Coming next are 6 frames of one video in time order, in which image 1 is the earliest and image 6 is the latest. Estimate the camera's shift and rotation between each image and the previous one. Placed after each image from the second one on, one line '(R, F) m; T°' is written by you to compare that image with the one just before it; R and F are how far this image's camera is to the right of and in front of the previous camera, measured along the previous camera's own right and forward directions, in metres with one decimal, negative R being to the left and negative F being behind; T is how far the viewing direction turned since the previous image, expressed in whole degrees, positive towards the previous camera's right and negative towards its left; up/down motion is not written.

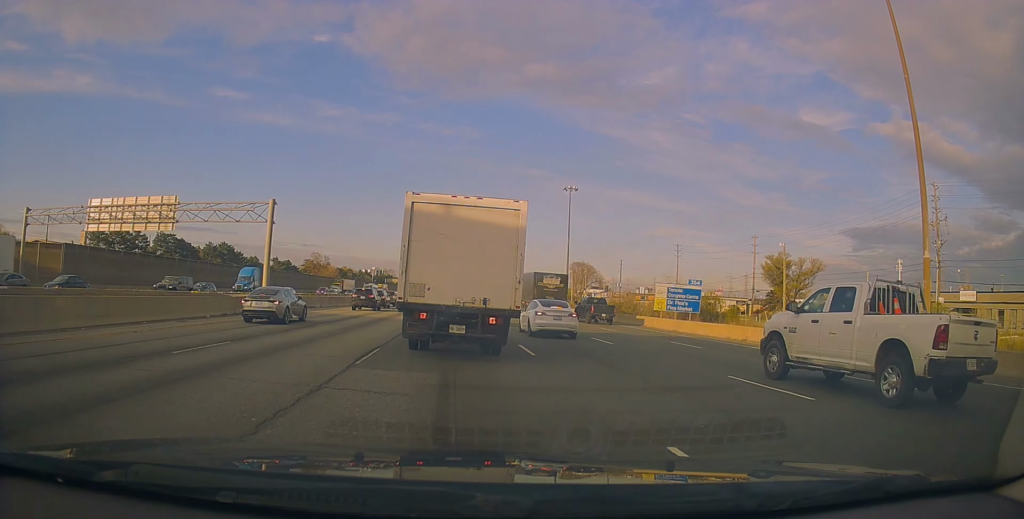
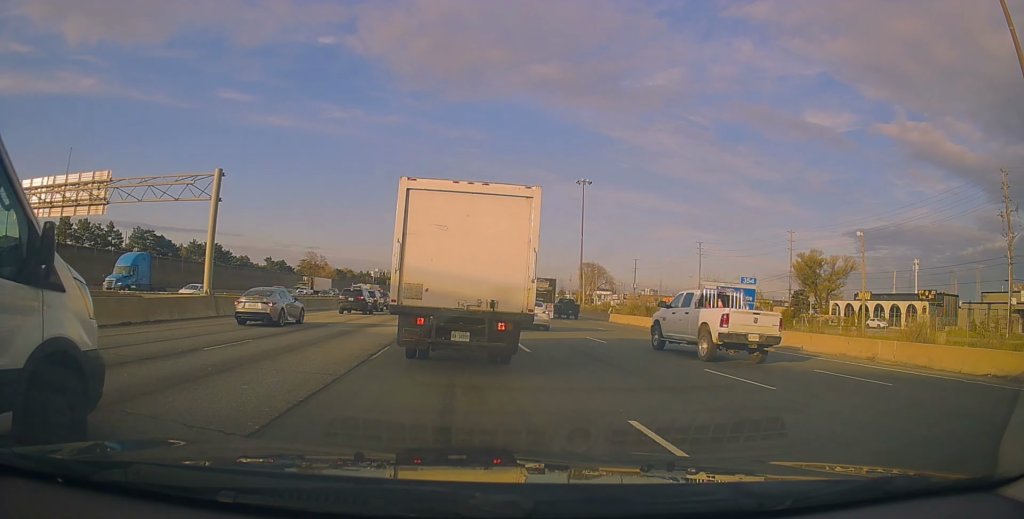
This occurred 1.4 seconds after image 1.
(-0.5, +12.5) m; -1°
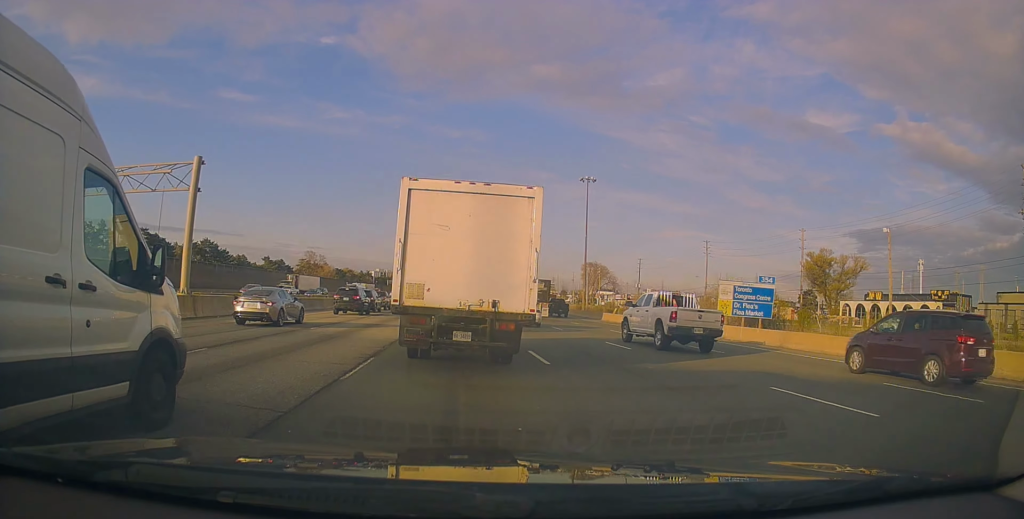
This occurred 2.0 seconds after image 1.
(+0.3, +3.5) m; +1°
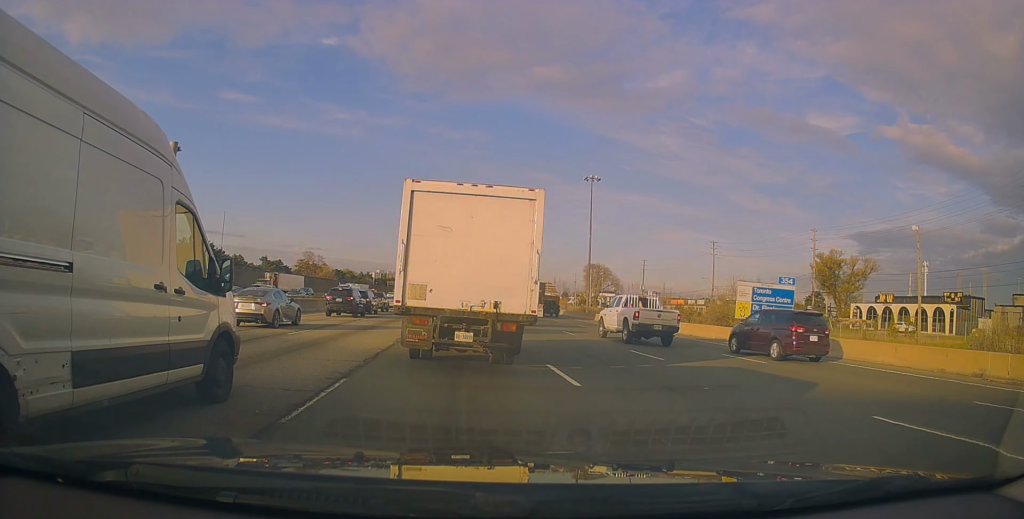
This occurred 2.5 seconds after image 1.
(-0.1, +2.7) m; 0°
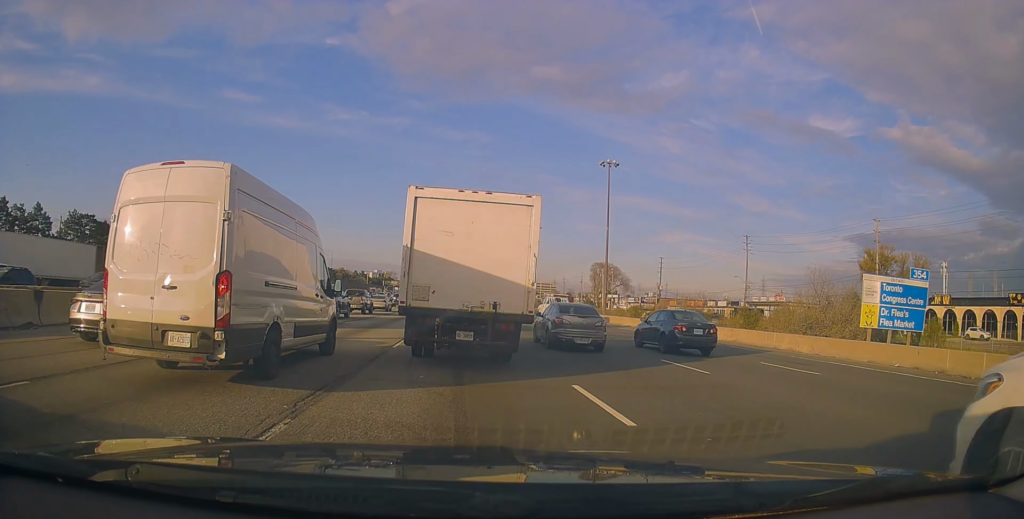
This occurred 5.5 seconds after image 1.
(+0.1, +12.3) m; +3°
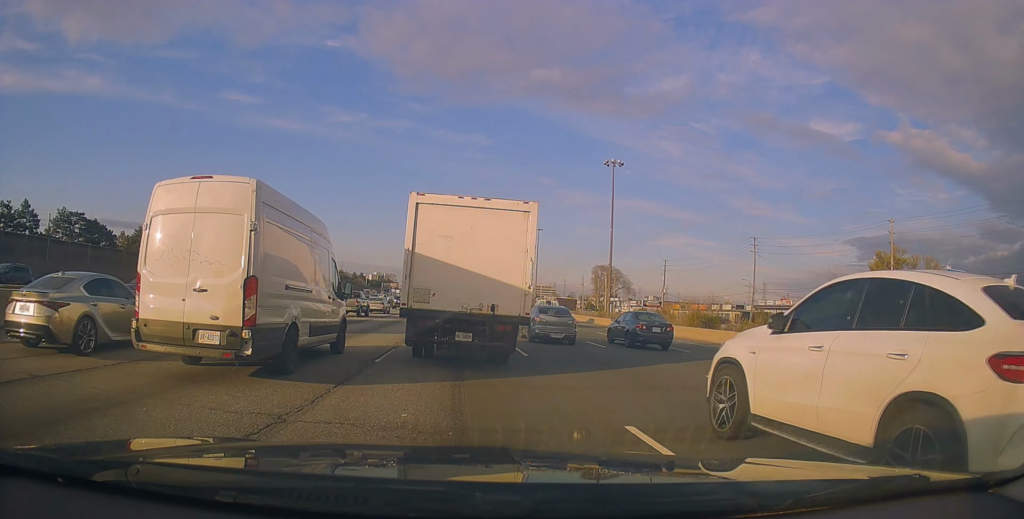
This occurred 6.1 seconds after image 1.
(+0.3, +2.6) m; 0°
